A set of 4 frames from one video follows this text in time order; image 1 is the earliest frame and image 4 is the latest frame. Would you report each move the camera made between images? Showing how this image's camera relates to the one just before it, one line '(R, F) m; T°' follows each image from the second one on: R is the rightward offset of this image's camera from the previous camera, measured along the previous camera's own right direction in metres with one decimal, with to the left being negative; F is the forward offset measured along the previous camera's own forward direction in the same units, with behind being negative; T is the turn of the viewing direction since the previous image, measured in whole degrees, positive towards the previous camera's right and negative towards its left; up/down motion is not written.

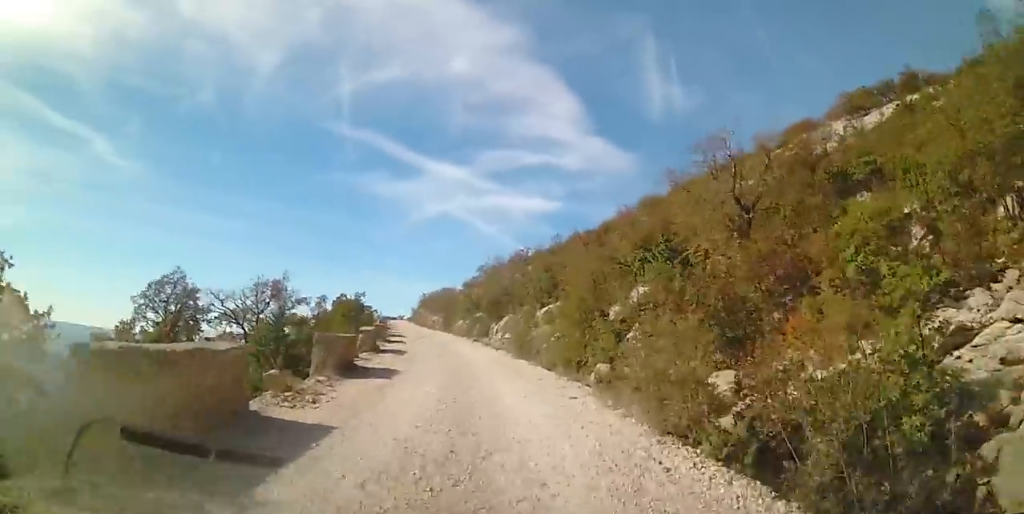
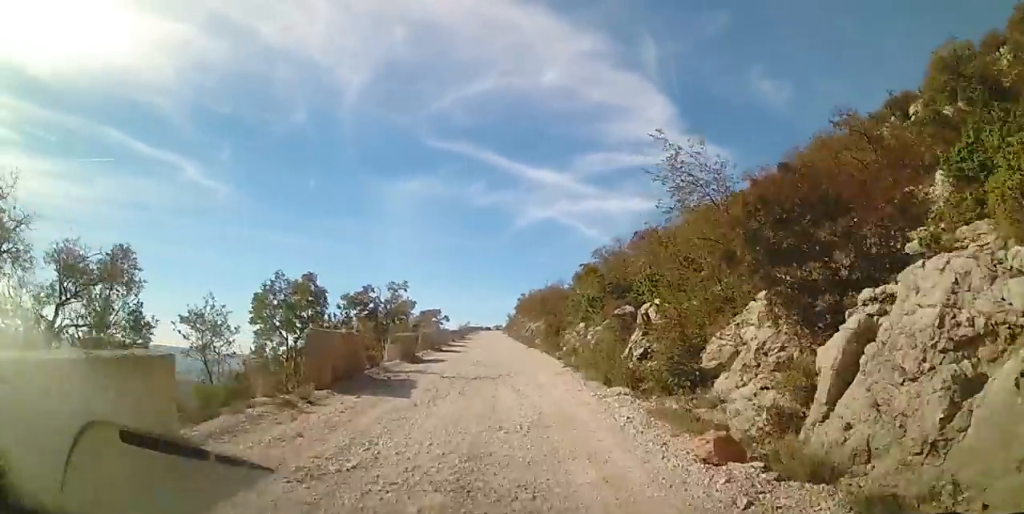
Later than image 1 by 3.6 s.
(-2.4, +25.4) m; -9°
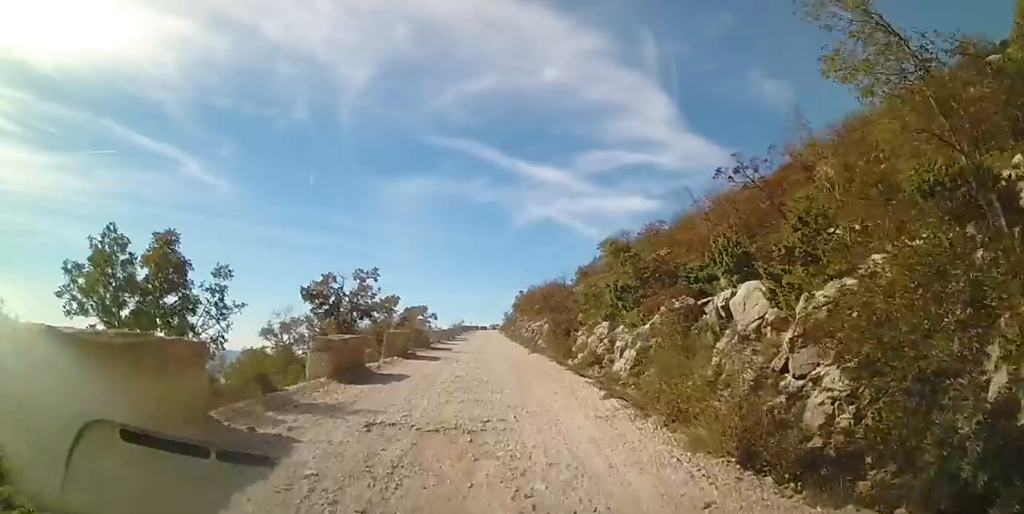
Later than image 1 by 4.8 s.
(+0.1, +7.2) m; -1°
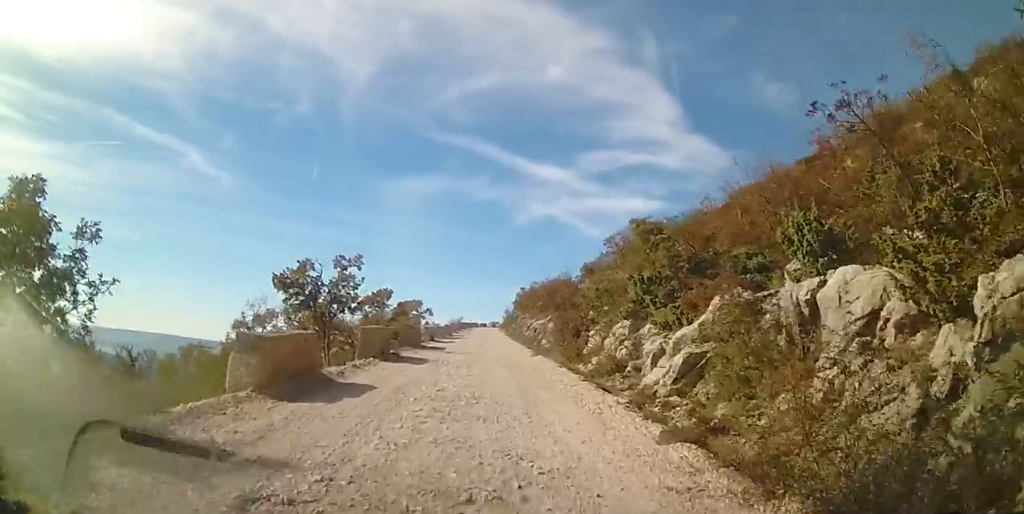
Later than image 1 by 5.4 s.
(-0.1, +3.6) m; -2°
